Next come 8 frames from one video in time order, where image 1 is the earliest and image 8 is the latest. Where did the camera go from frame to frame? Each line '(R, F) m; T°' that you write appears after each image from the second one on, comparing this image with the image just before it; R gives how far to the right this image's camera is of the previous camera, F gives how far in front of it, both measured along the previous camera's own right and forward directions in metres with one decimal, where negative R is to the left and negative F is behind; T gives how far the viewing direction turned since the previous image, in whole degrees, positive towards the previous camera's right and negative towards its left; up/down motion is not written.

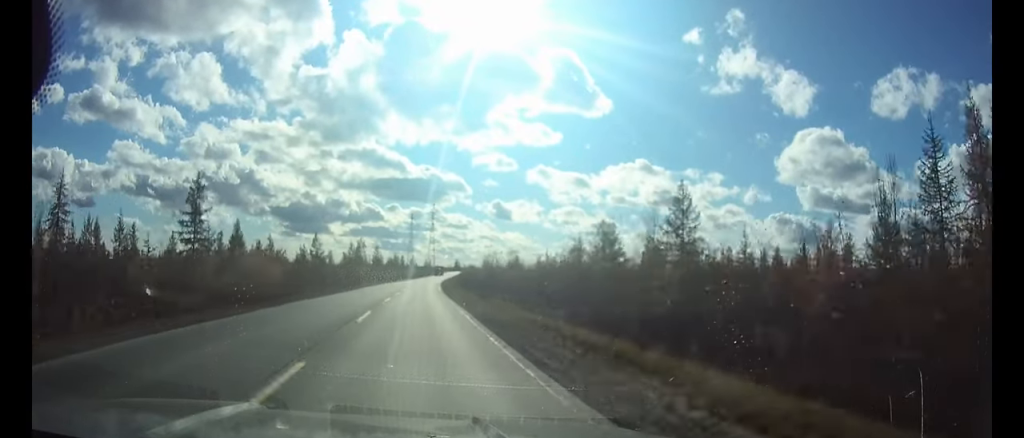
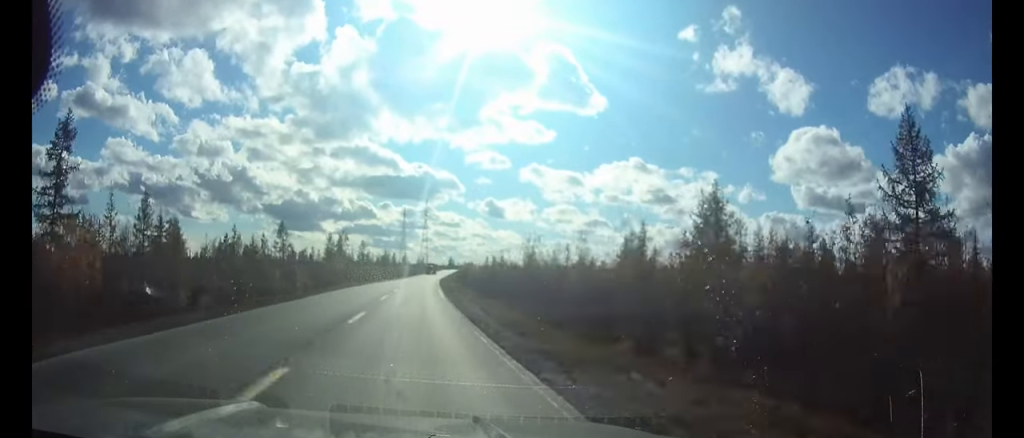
(0.0, +24.0) m; +1°
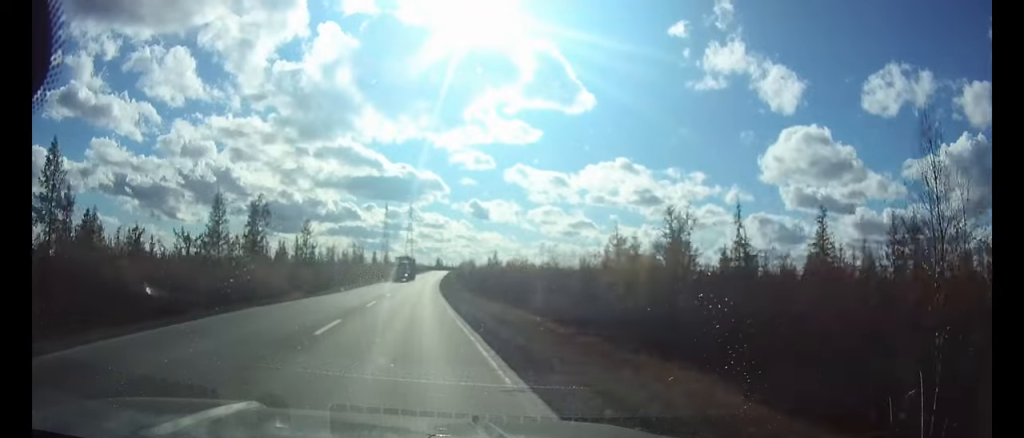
(+0.9, +63.2) m; +1°
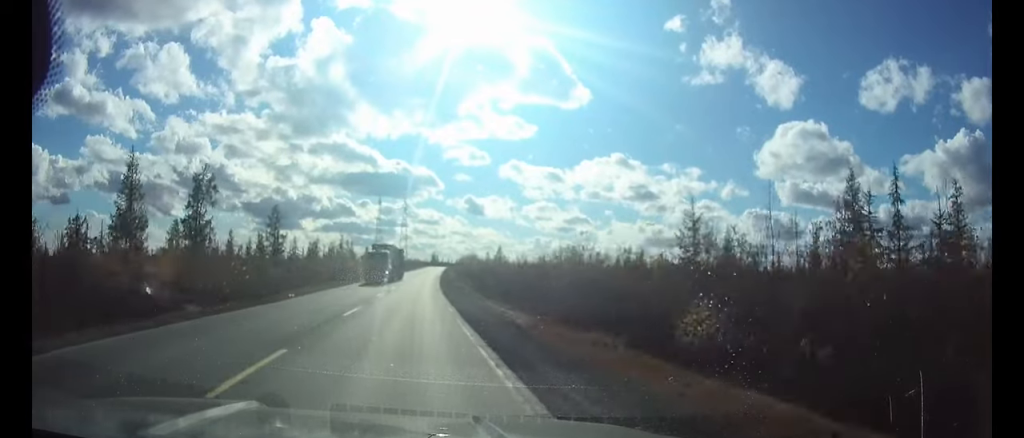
(0.0, +19.5) m; 0°
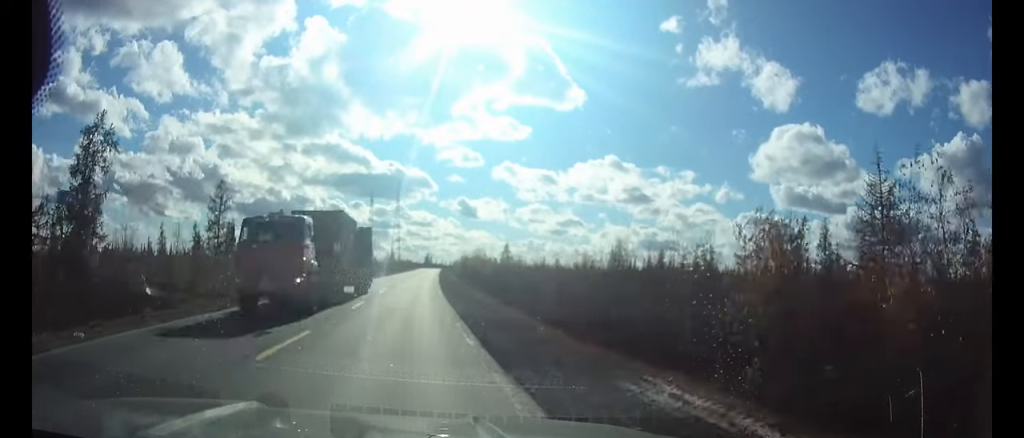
(+0.1, +20.3) m; +1°
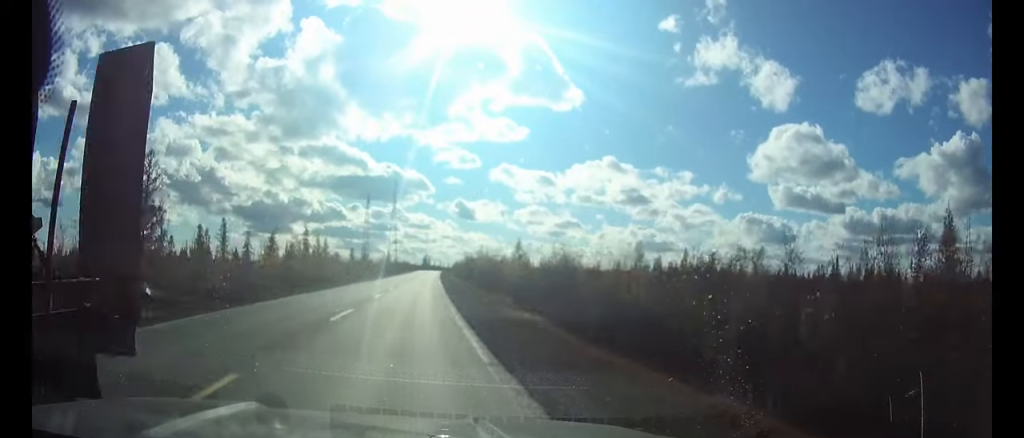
(0.0, +17.7) m; 0°
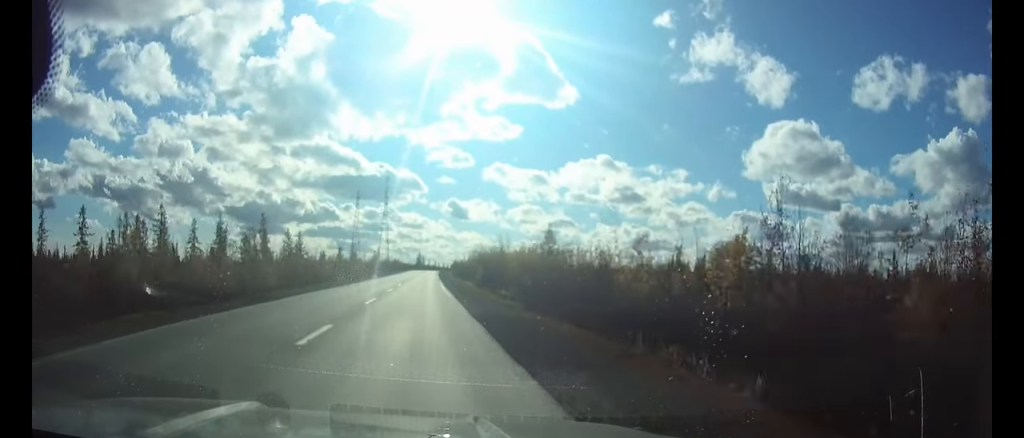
(+0.2, +27.8) m; +1°
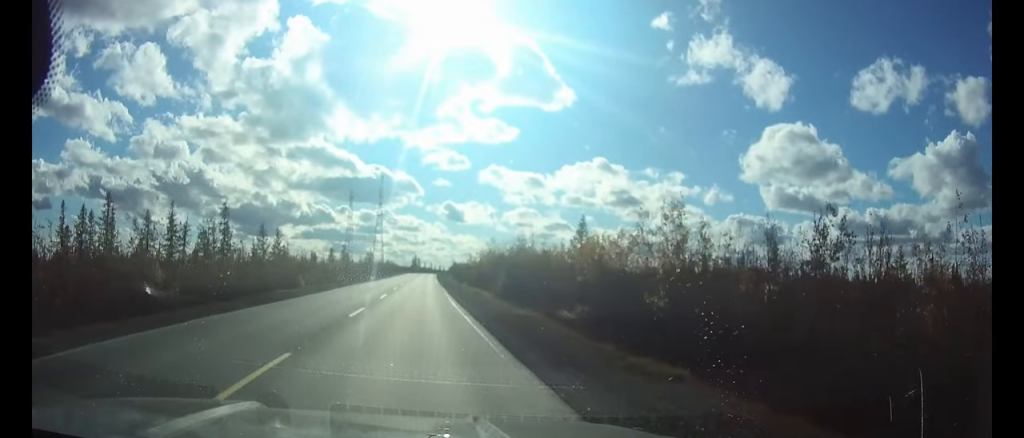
(+0.1, +16.9) m; 0°
